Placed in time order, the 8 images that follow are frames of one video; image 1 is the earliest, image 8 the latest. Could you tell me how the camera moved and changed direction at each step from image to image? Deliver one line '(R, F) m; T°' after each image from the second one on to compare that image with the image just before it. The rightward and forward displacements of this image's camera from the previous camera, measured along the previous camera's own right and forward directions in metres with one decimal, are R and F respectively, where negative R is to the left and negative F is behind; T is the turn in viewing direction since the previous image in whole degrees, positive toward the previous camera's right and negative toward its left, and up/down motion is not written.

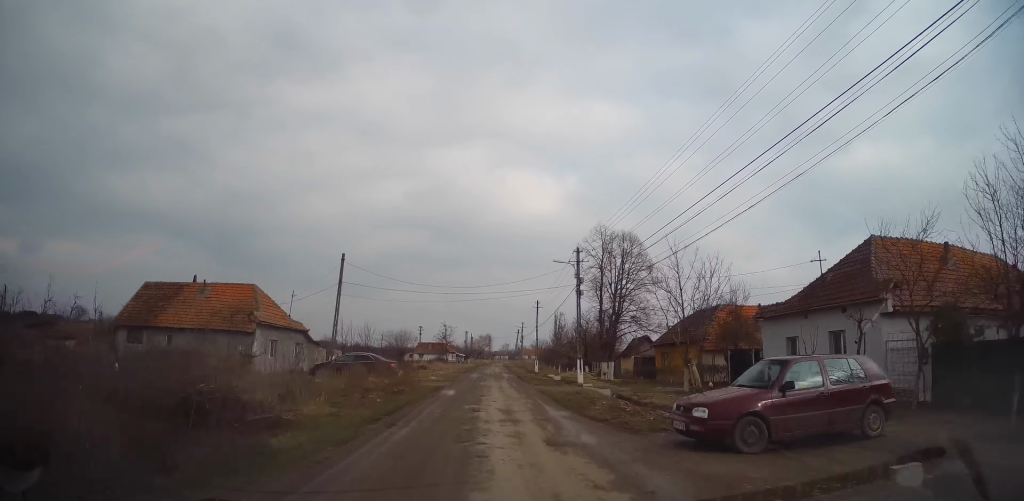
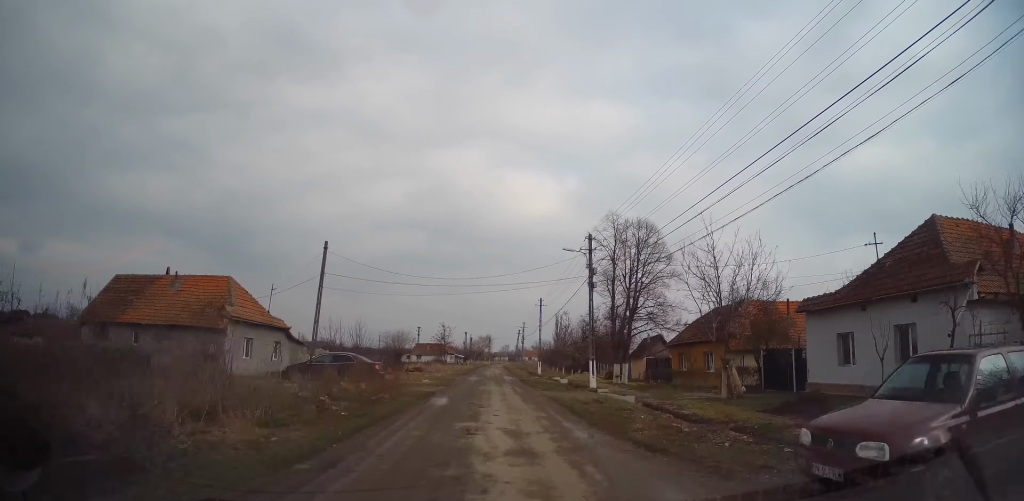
(0.0, +3.7) m; +1°
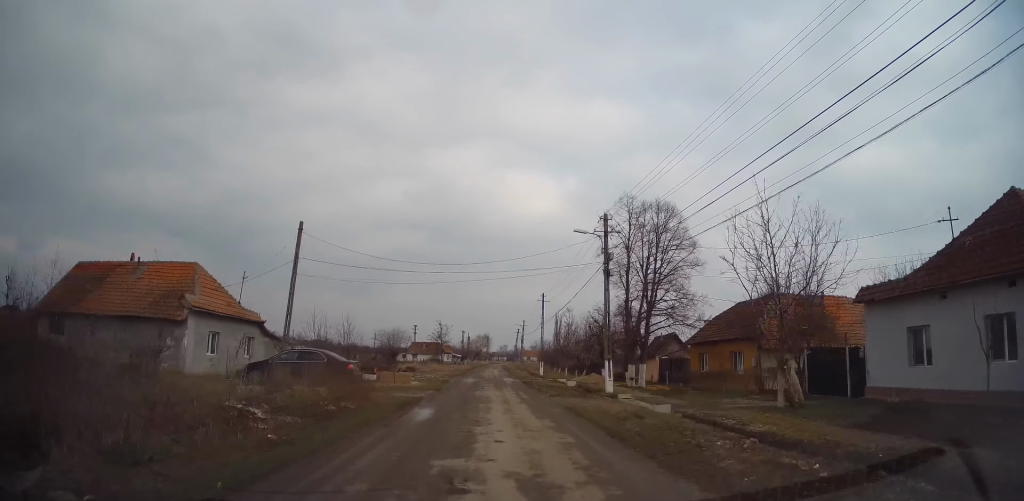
(0.0, +3.9) m; +1°
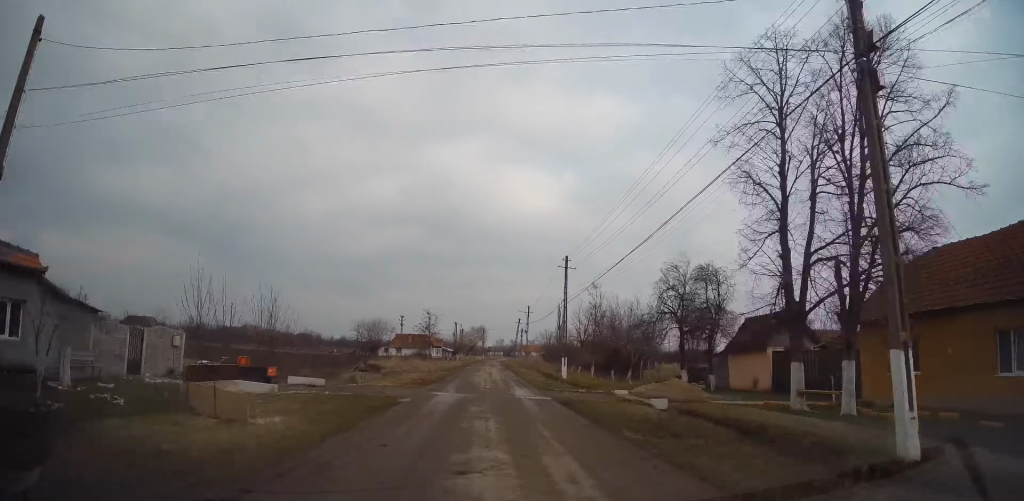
(+0.3, +17.1) m; -2°
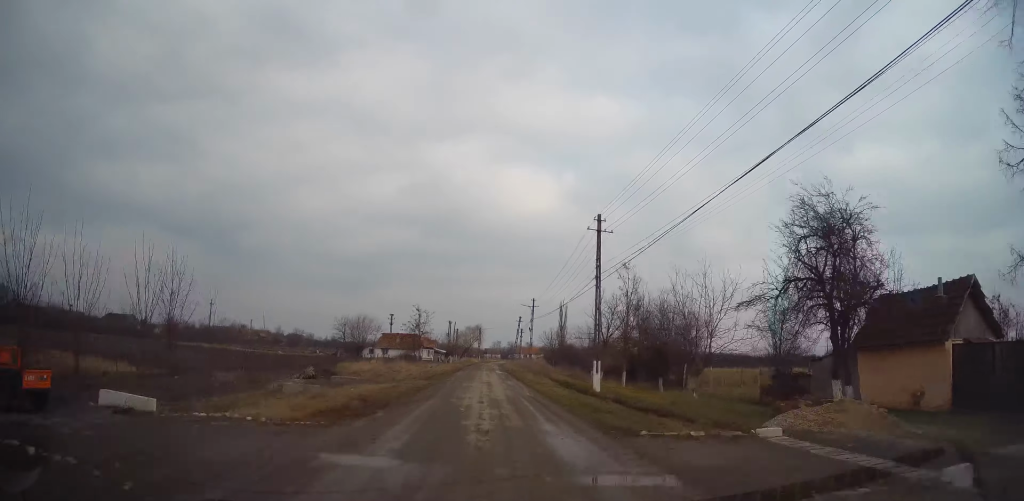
(-0.6, +11.4) m; -1°
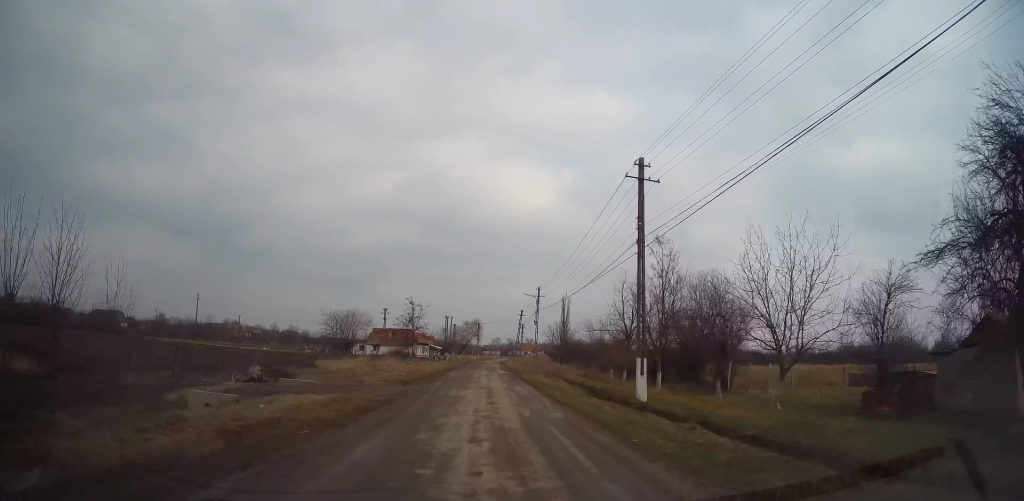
(+0.1, +7.2) m; +2°
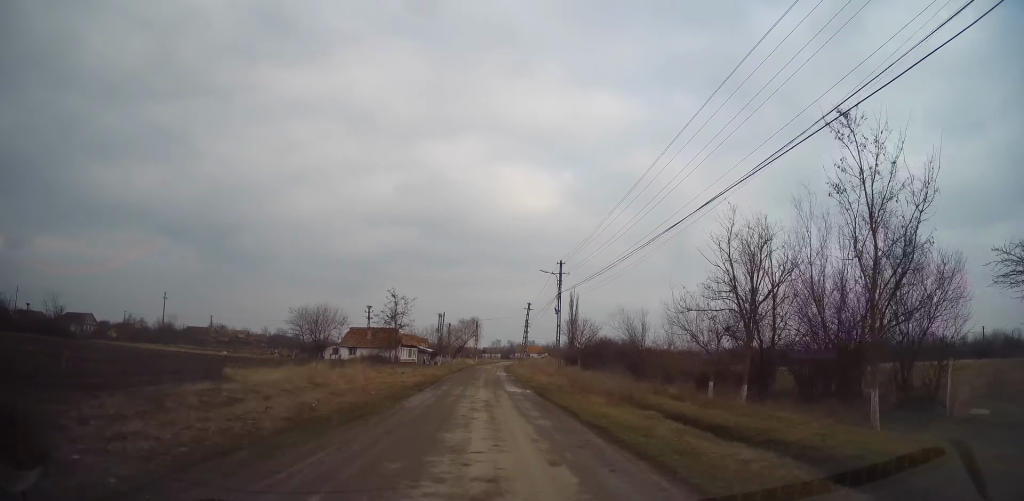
(+0.6, +16.3) m; +1°
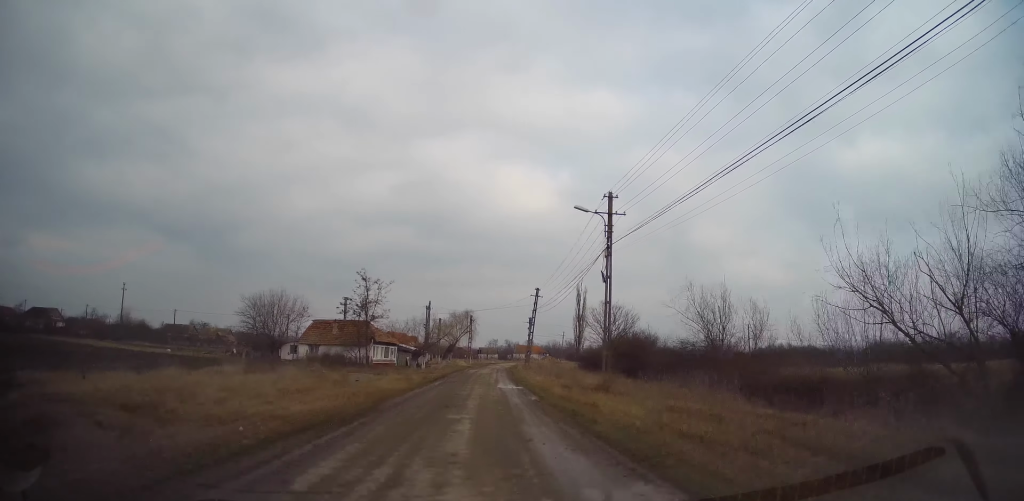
(-0.2, +15.8) m; +1°
